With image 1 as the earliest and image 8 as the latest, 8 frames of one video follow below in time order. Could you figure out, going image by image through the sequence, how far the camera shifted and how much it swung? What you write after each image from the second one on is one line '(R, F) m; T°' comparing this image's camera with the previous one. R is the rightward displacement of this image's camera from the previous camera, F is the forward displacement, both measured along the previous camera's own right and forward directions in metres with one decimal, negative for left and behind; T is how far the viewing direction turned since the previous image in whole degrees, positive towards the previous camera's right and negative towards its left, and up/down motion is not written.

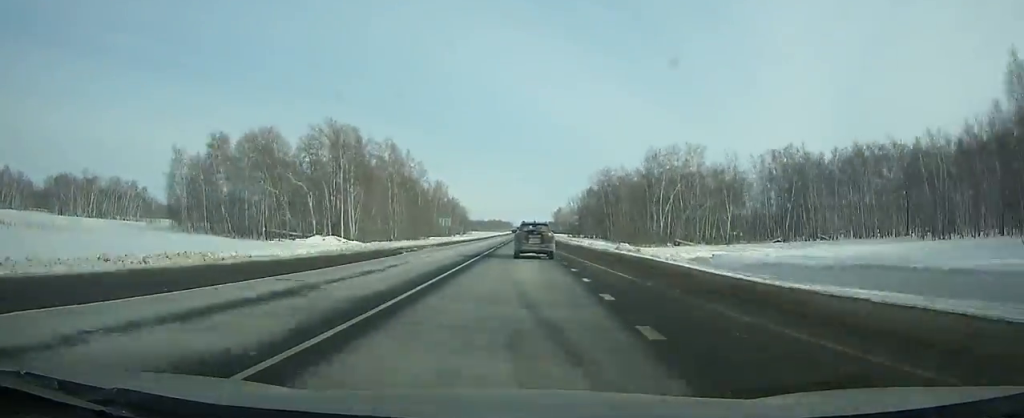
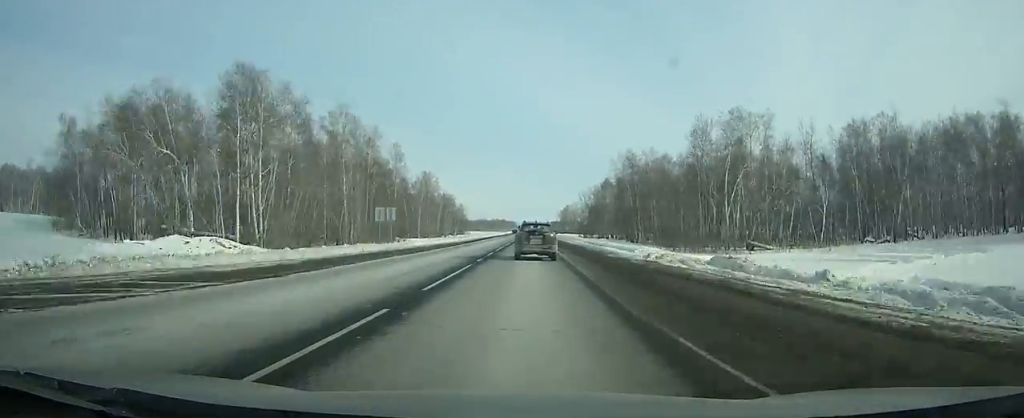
(+0.2, +35.2) m; 0°
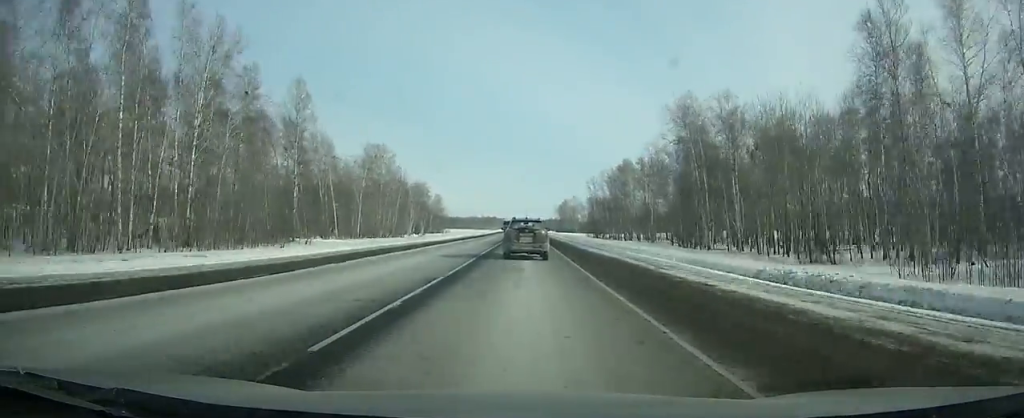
(+0.2, +54.1) m; 0°
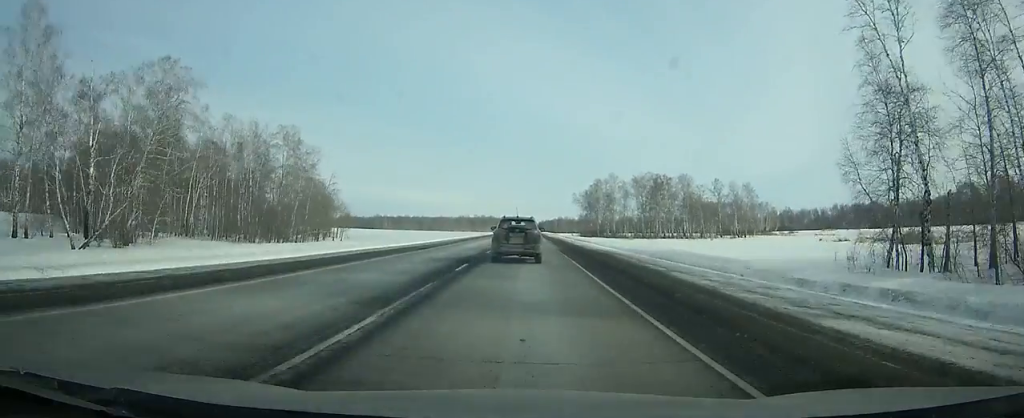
(0.0, +149.3) m; 0°
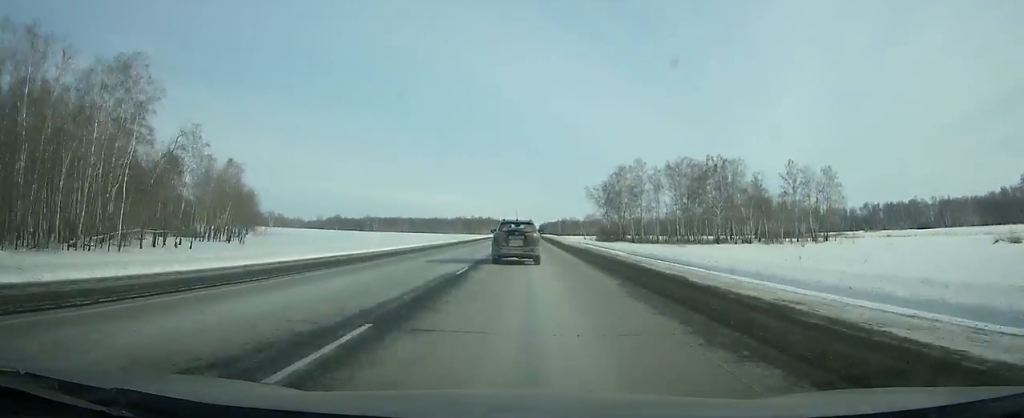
(-0.2, +49.2) m; 0°
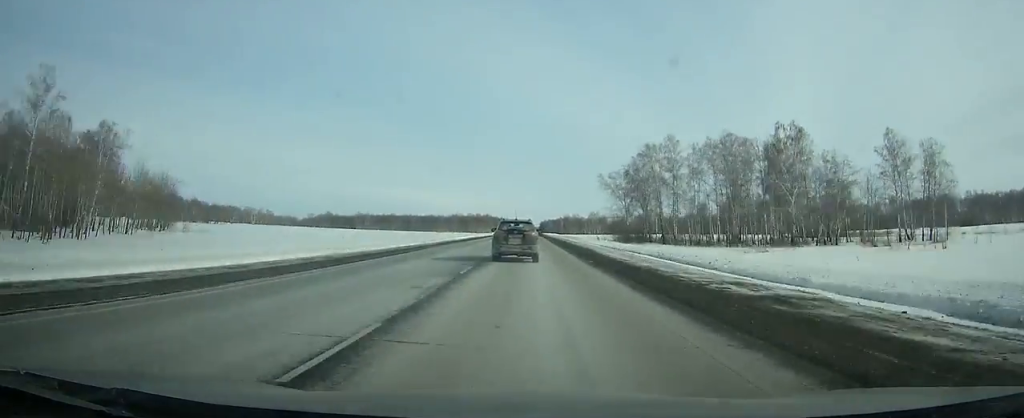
(-0.1, +35.6) m; 0°
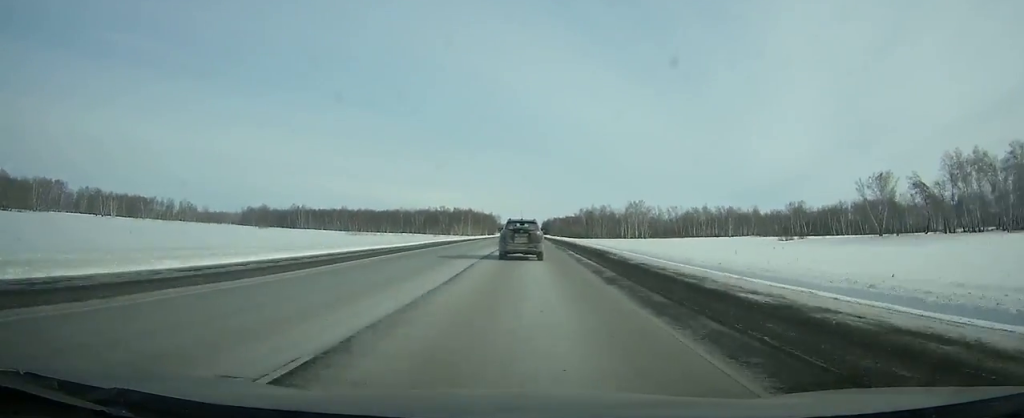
(+0.4, +183.0) m; 0°
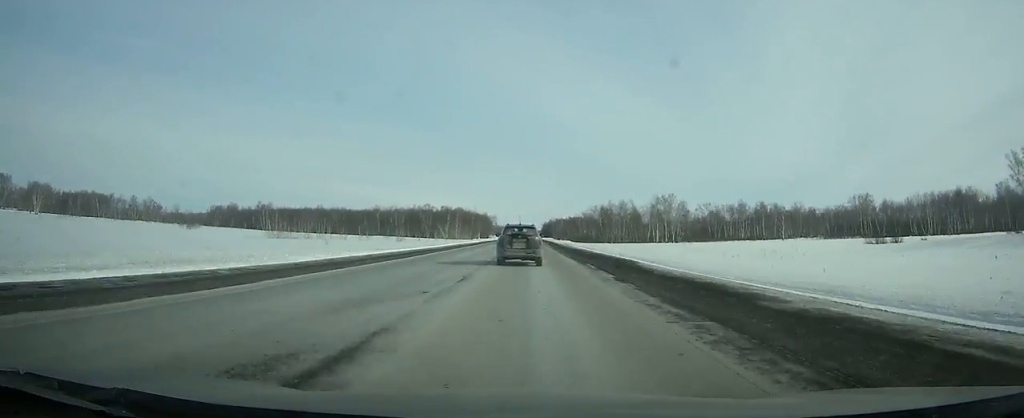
(-0.3, +61.6) m; 0°
